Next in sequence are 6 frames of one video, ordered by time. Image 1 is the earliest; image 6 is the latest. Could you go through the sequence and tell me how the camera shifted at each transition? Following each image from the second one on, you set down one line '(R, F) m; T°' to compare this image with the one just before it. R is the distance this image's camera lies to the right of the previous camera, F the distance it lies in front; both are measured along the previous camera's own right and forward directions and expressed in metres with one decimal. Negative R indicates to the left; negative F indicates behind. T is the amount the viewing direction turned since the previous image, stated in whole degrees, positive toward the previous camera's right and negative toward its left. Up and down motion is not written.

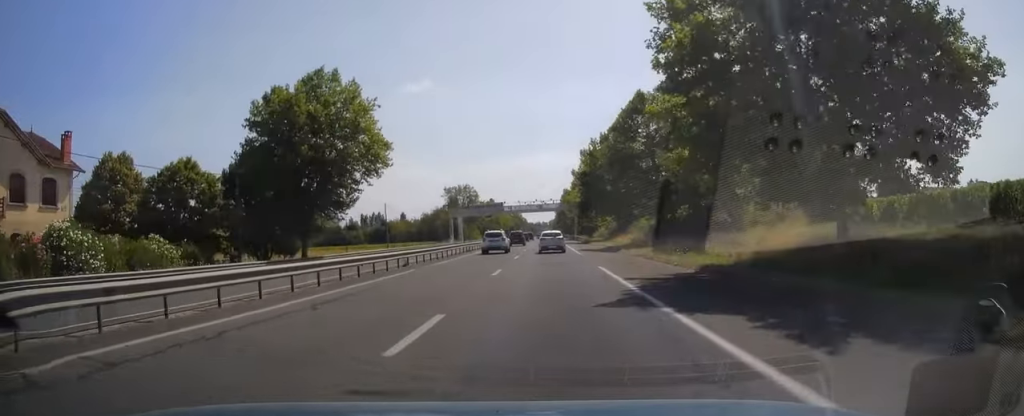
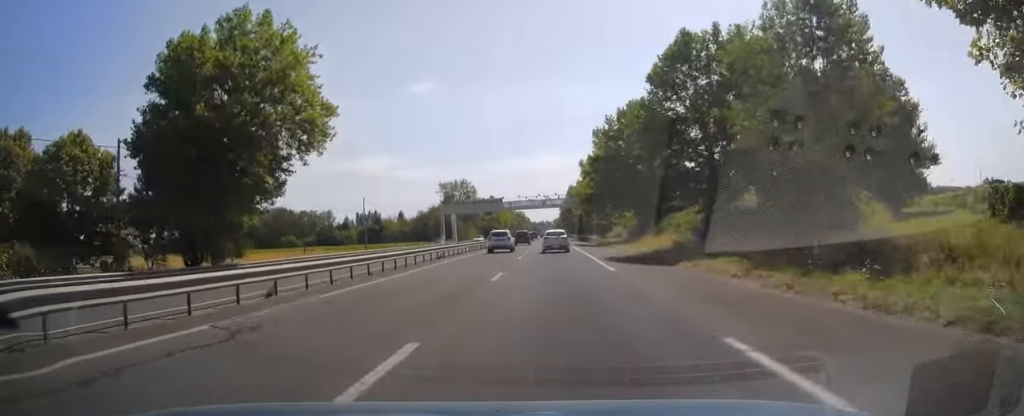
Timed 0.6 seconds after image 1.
(0.0, +15.2) m; -1°
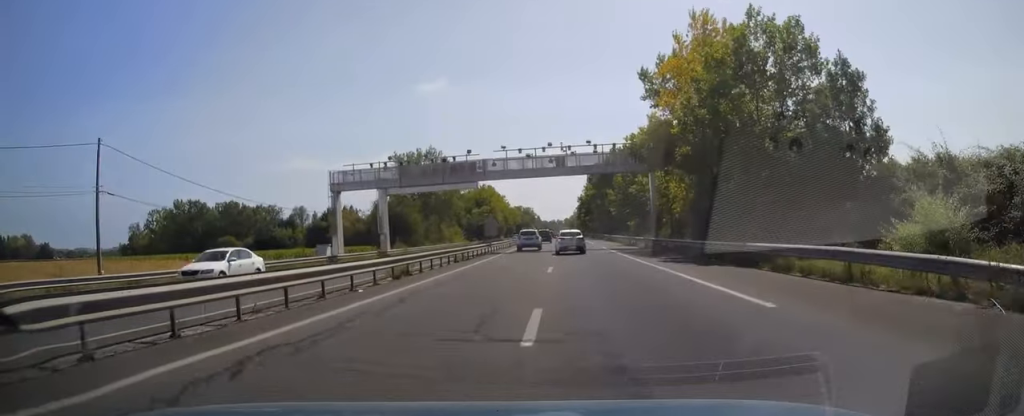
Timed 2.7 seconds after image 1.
(-0.1, +62.4) m; 0°
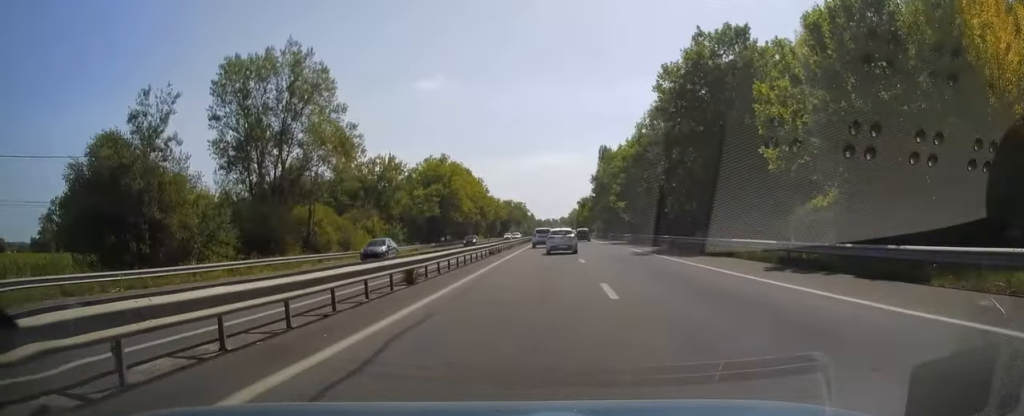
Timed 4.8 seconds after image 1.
(-0.7, +60.3) m; 0°
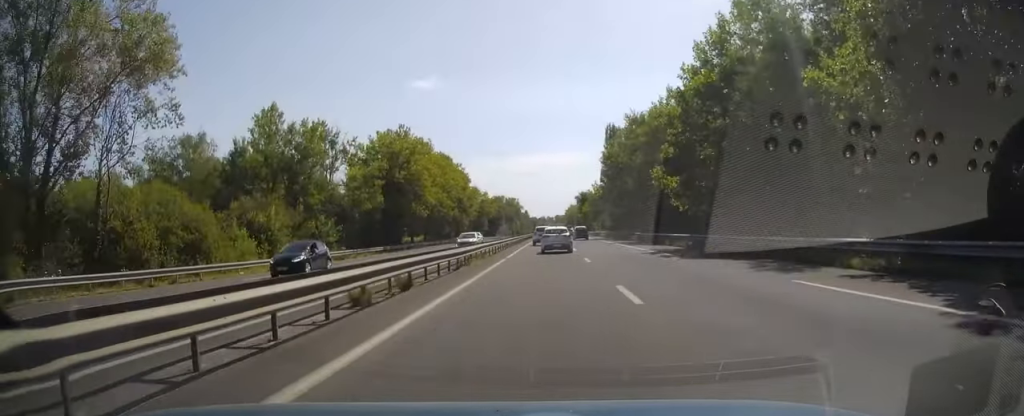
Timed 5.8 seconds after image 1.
(+0.1, +27.0) m; +1°
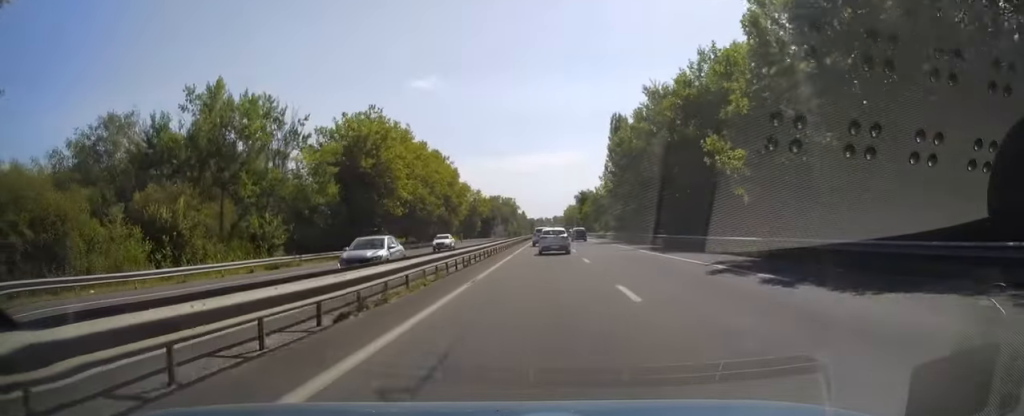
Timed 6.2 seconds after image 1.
(+0.2, +12.6) m; 0°
